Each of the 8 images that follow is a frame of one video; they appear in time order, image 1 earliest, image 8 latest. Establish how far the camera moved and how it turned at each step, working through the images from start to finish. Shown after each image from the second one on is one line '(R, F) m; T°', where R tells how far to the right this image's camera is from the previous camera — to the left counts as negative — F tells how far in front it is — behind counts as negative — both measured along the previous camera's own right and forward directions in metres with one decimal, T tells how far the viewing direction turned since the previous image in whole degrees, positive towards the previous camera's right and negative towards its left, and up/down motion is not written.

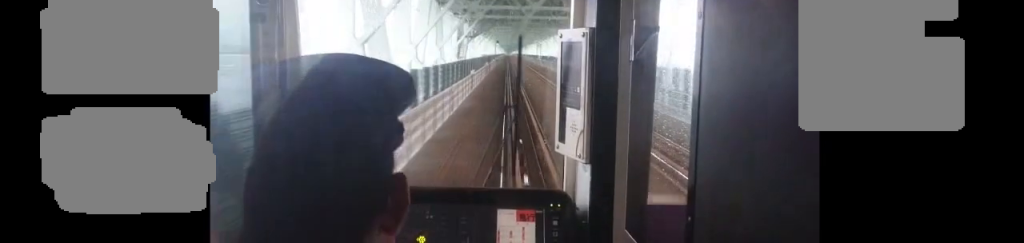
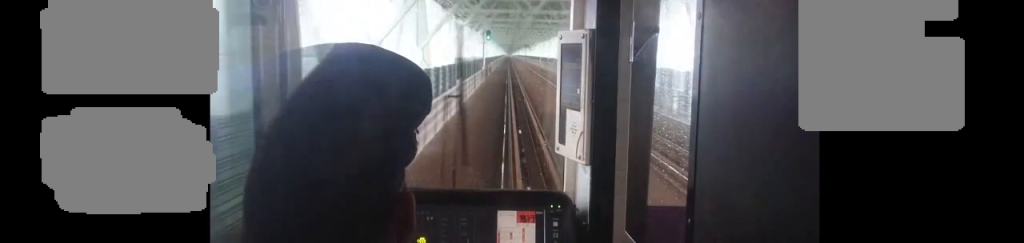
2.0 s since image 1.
(+0.4, +47.6) m; 0°
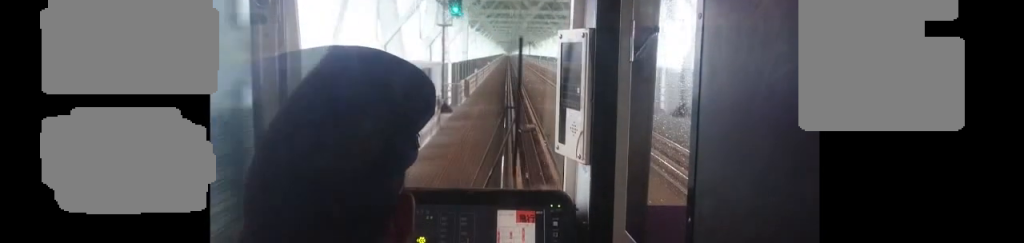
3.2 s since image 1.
(-0.3, +29.2) m; +1°
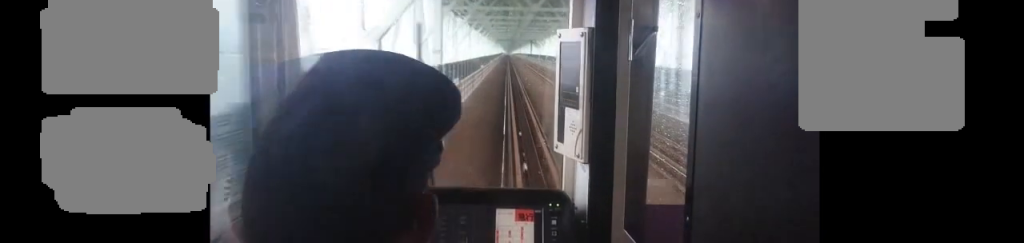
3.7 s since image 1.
(+0.1, +11.2) m; +1°
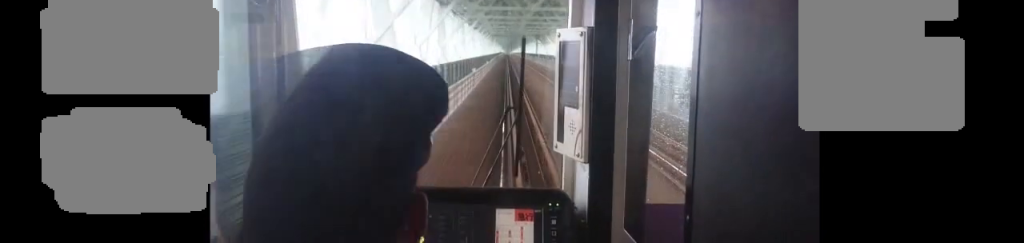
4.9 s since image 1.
(+0.3, +28.2) m; 0°
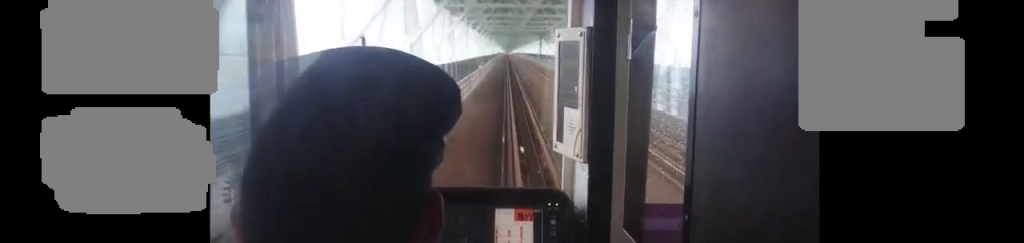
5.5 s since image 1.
(-0.1, +13.2) m; -1°
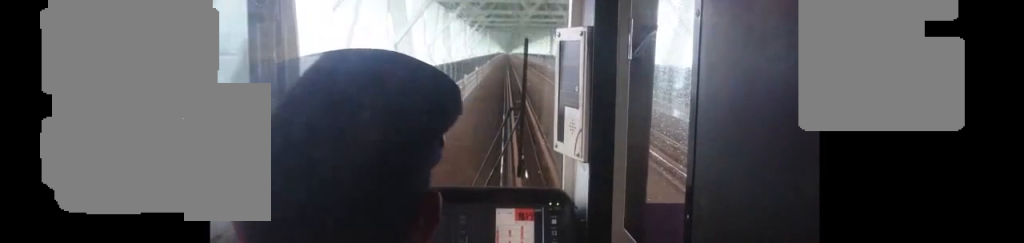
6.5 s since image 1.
(-0.3, +23.9) m; 0°
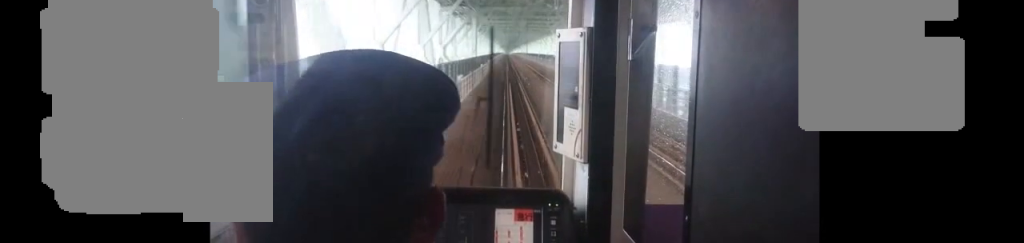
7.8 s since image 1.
(+0.2, +32.9) m; 0°
